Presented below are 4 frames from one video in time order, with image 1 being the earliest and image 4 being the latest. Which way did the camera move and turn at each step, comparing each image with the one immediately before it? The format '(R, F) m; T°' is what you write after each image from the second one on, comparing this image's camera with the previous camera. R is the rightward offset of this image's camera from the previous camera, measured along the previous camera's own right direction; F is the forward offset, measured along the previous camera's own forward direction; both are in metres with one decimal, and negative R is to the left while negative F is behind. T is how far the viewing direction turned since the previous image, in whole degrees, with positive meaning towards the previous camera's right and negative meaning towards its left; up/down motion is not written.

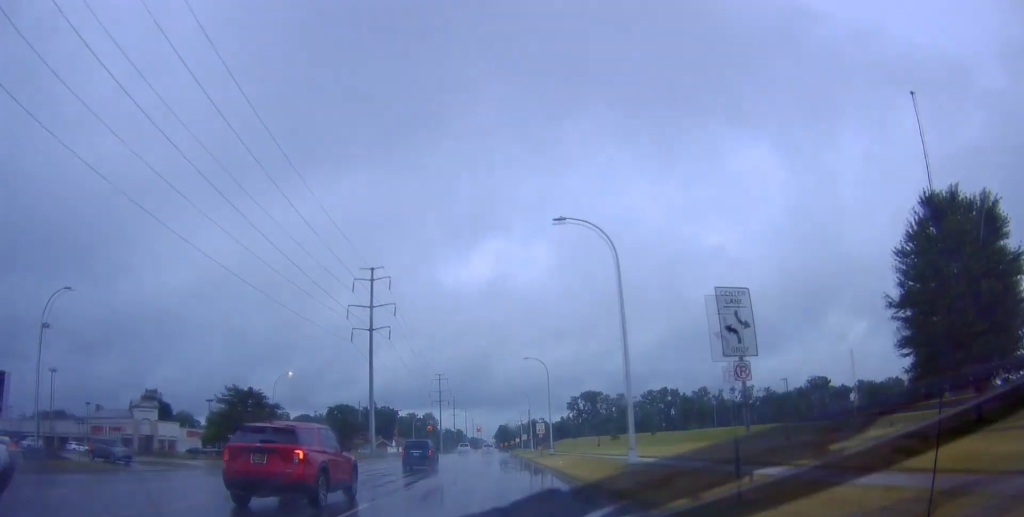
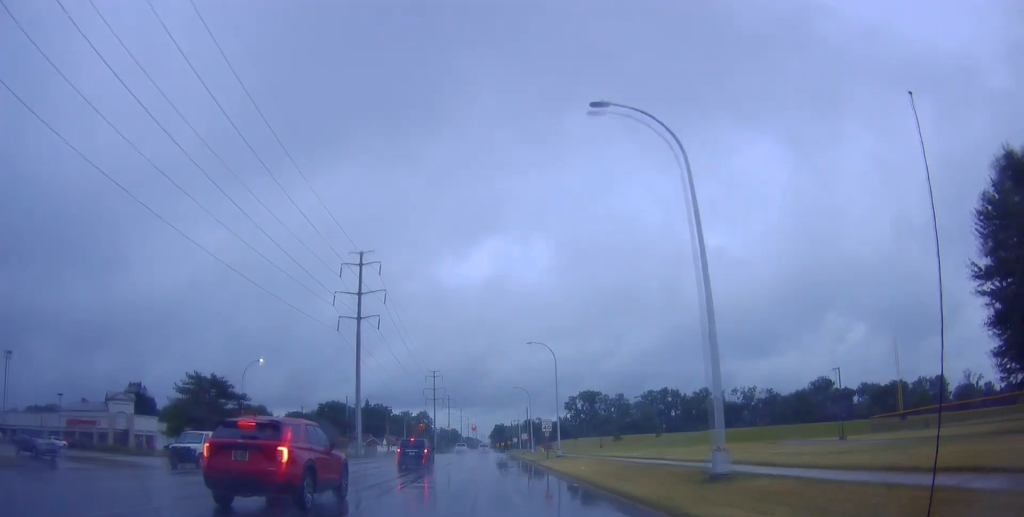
(+0.1, +8.0) m; 0°
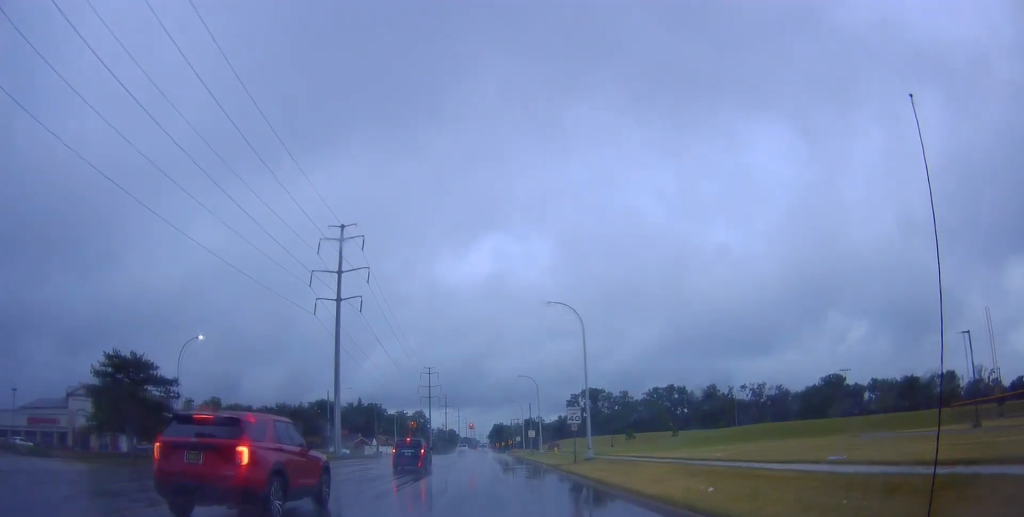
(-0.1, +13.2) m; -1°
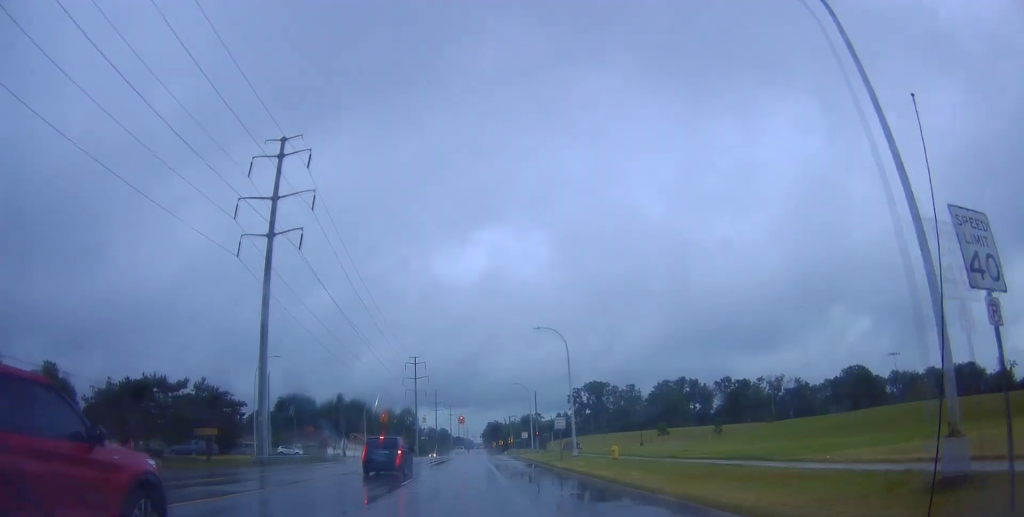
(+0.5, +27.7) m; +1°
